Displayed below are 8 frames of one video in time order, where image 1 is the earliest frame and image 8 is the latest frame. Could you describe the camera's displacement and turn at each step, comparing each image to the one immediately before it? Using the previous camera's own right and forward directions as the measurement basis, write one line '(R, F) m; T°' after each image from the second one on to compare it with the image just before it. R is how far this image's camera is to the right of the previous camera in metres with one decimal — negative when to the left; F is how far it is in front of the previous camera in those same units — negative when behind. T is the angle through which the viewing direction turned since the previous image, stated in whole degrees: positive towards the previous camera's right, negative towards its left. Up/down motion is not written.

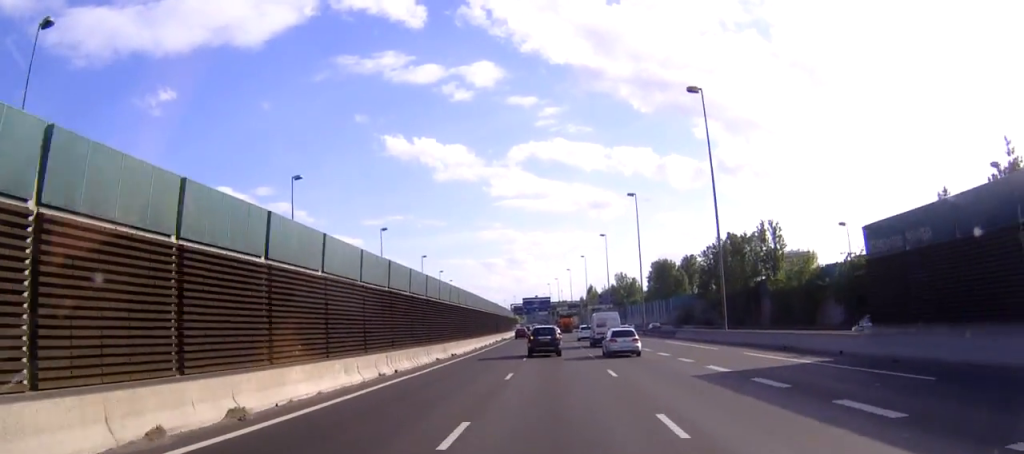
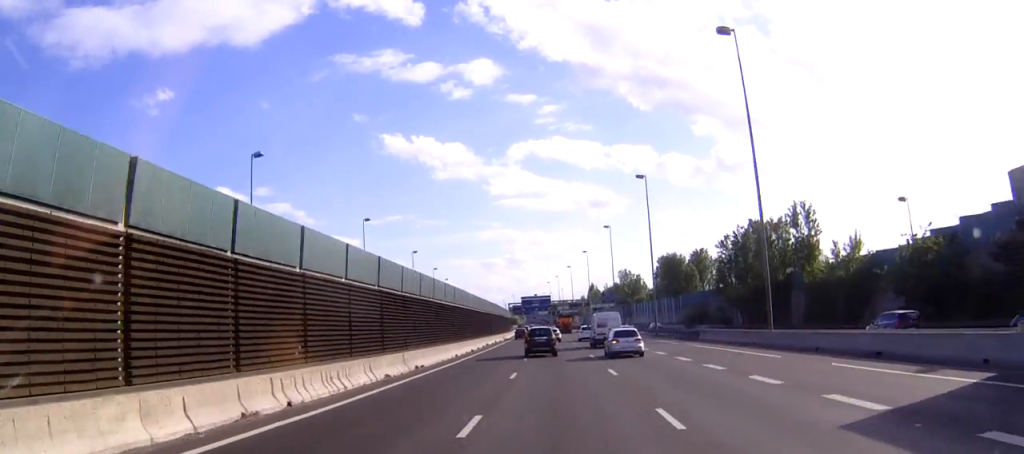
(-0.1, +12.2) m; 0°
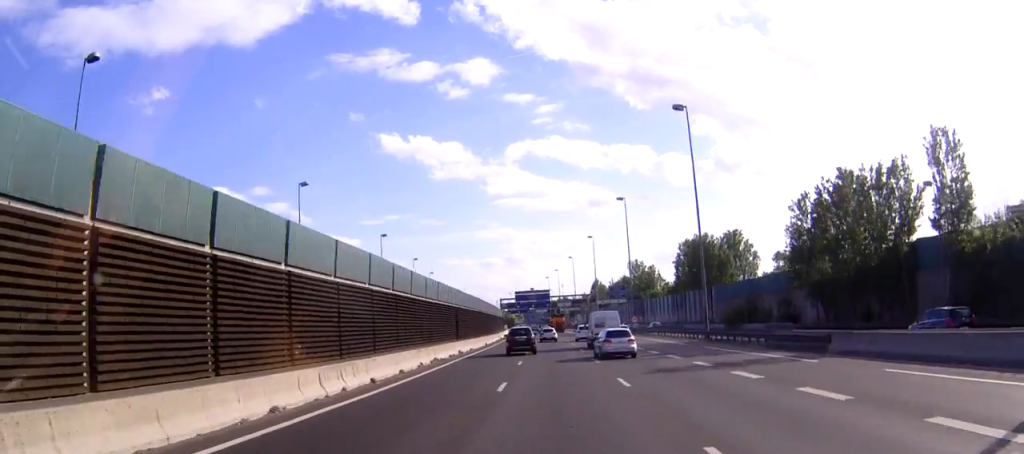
(+0.1, +31.3) m; 0°
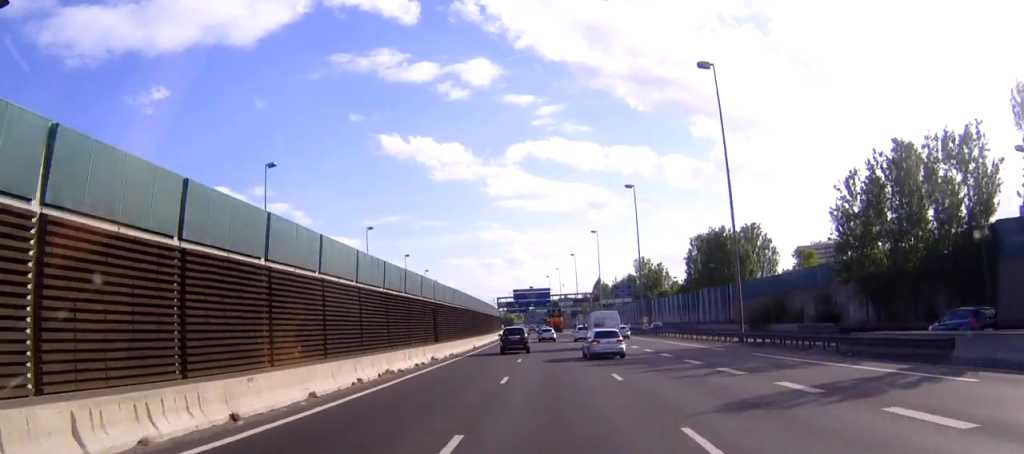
(0.0, +11.6) m; 0°
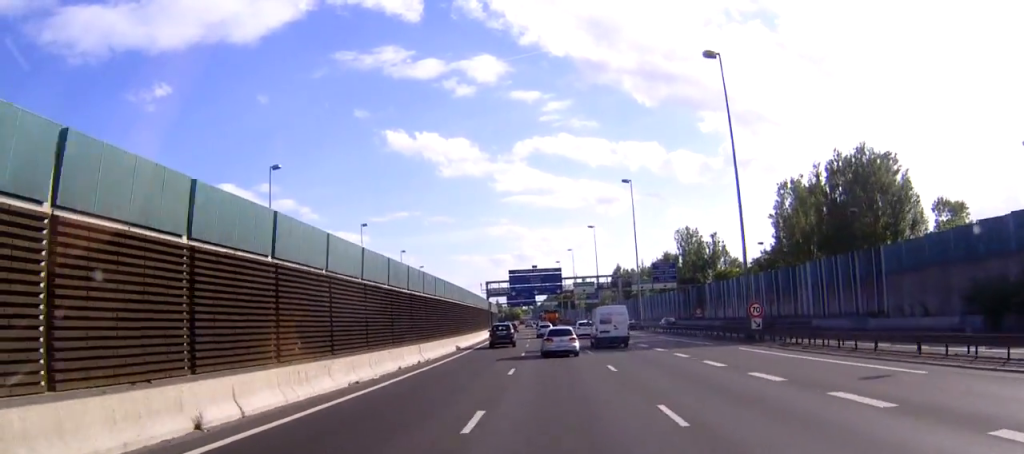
(-0.3, +49.9) m; -1°
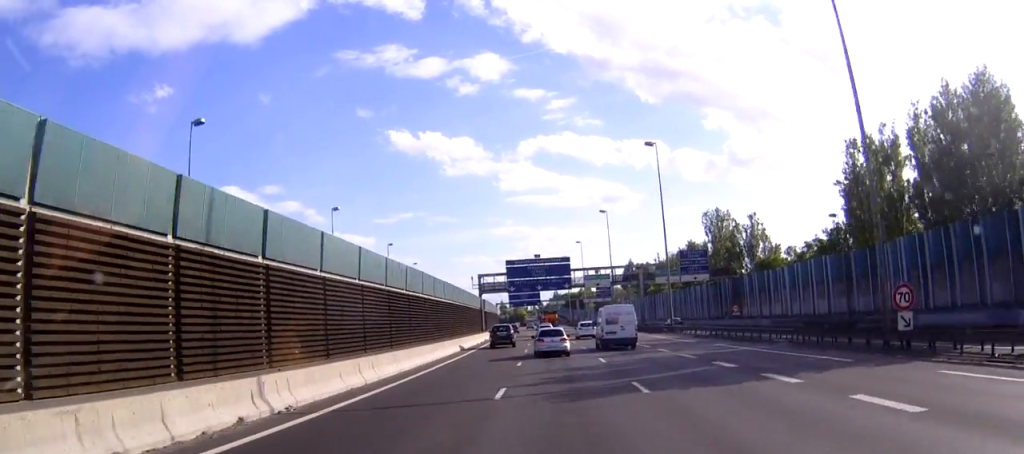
(-0.1, +20.8) m; 0°
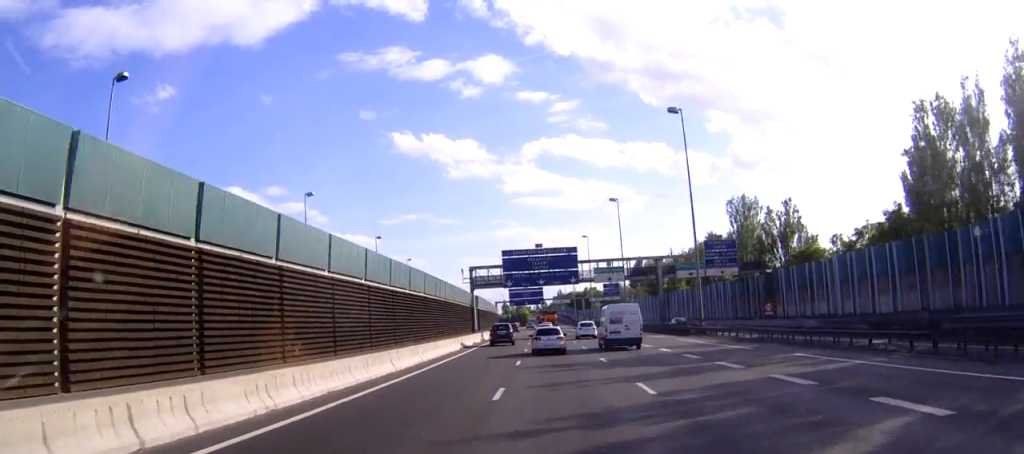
(0.0, +14.1) m; 0°
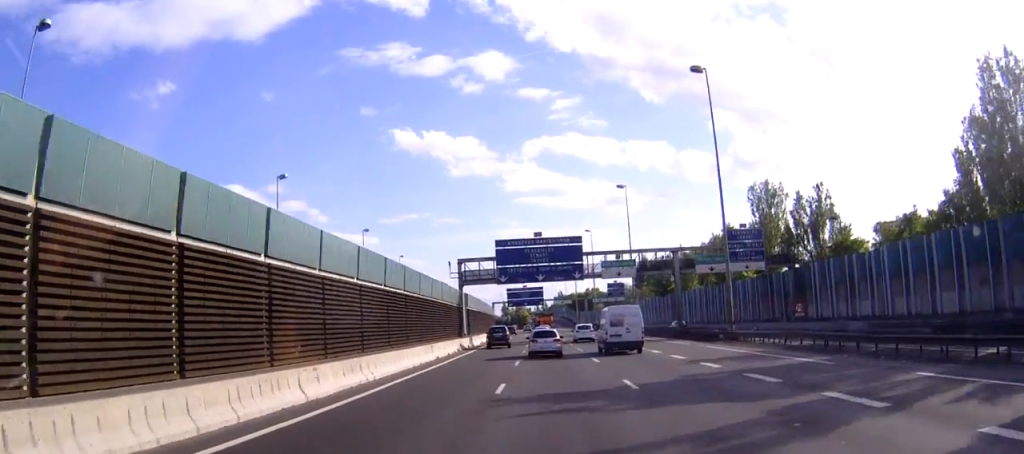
(0.0, +10.8) m; 0°
